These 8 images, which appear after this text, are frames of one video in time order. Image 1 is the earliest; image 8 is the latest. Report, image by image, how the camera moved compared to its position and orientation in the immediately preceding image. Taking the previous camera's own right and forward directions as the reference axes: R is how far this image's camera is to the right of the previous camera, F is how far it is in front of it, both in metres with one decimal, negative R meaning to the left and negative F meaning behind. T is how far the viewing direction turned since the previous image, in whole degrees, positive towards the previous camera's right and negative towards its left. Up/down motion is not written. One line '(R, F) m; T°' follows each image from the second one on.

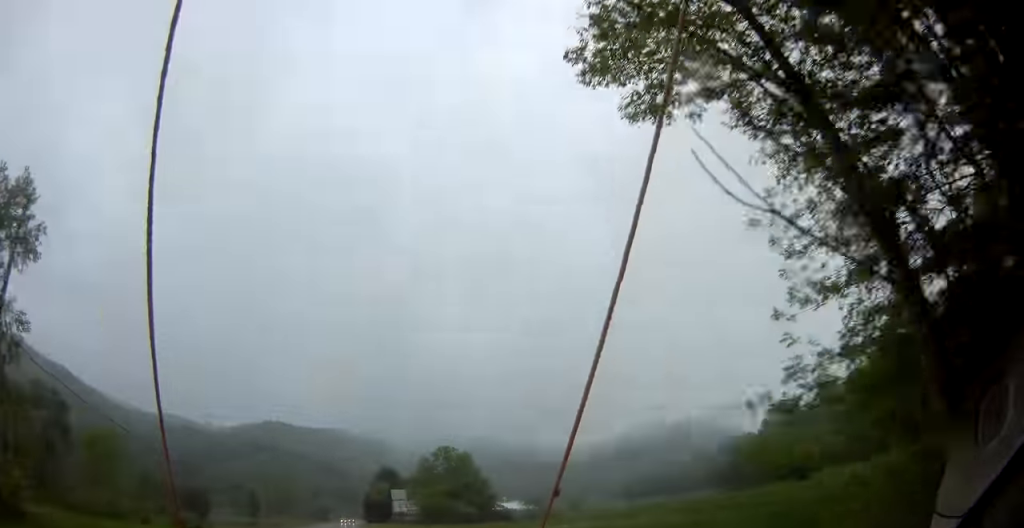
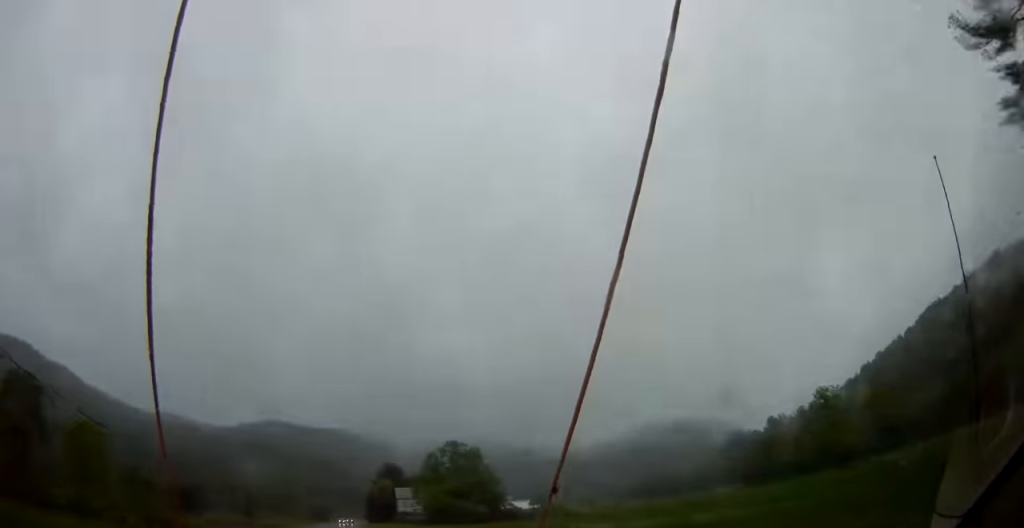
(-0.1, +9.6) m; 0°
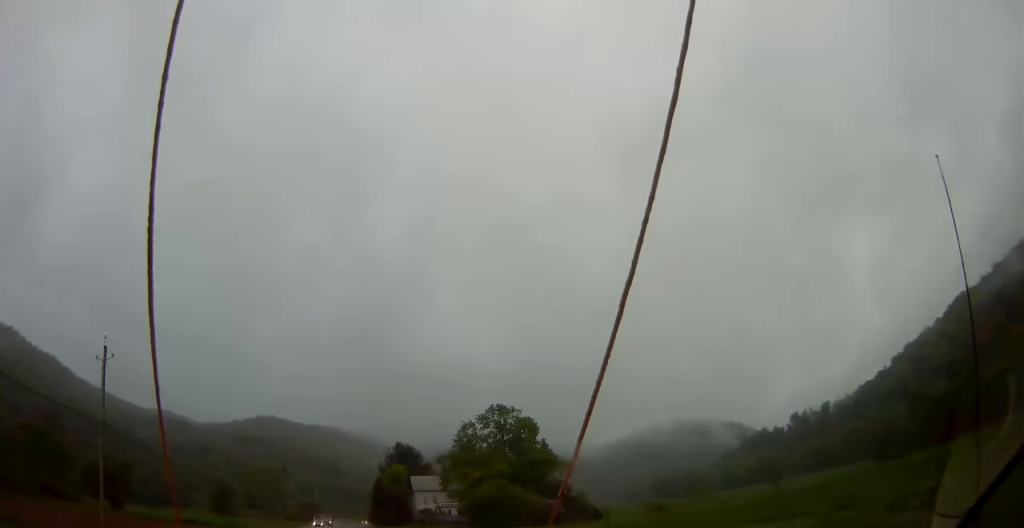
(-0.2, +46.9) m; 0°
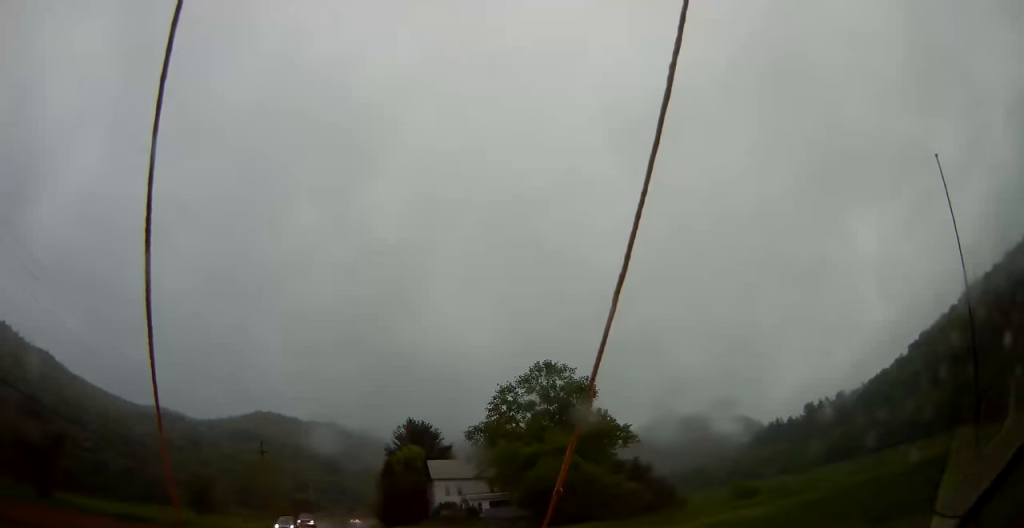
(+0.1, +25.3) m; +1°
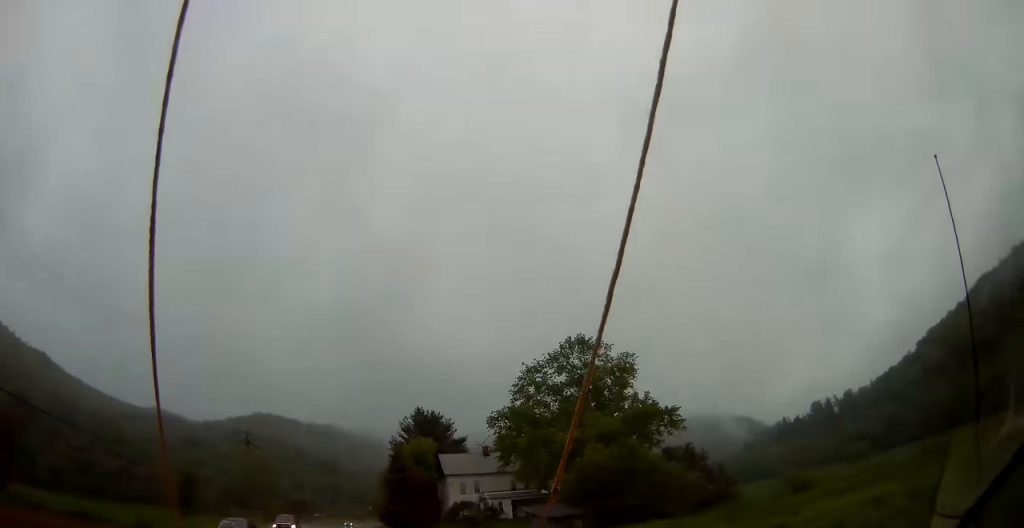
(0.0, +11.4) m; 0°
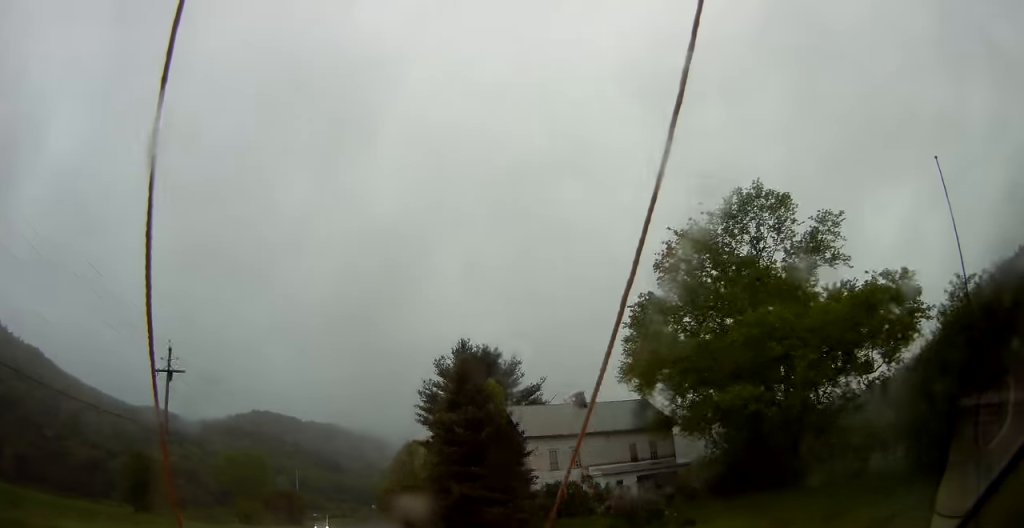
(+0.1, +32.6) m; 0°
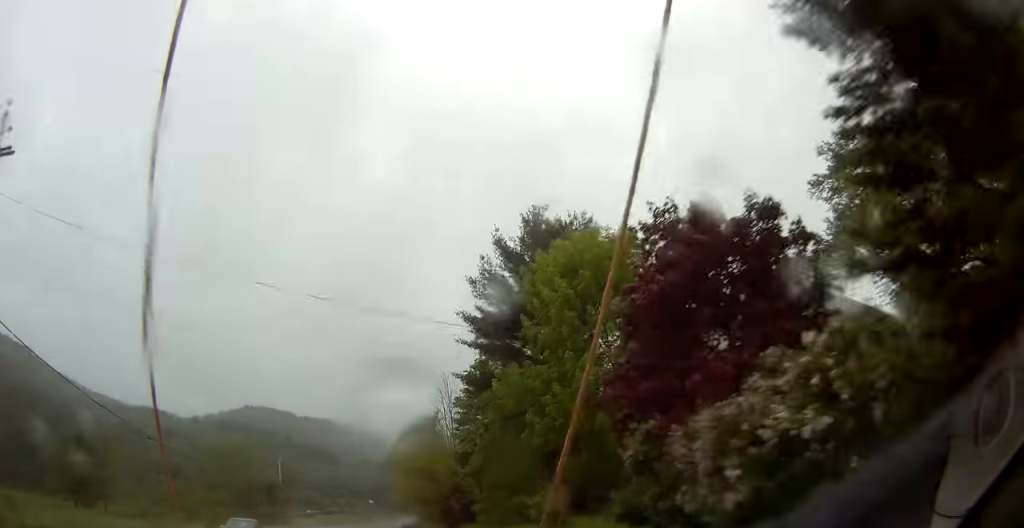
(+0.1, +23.4) m; +1°
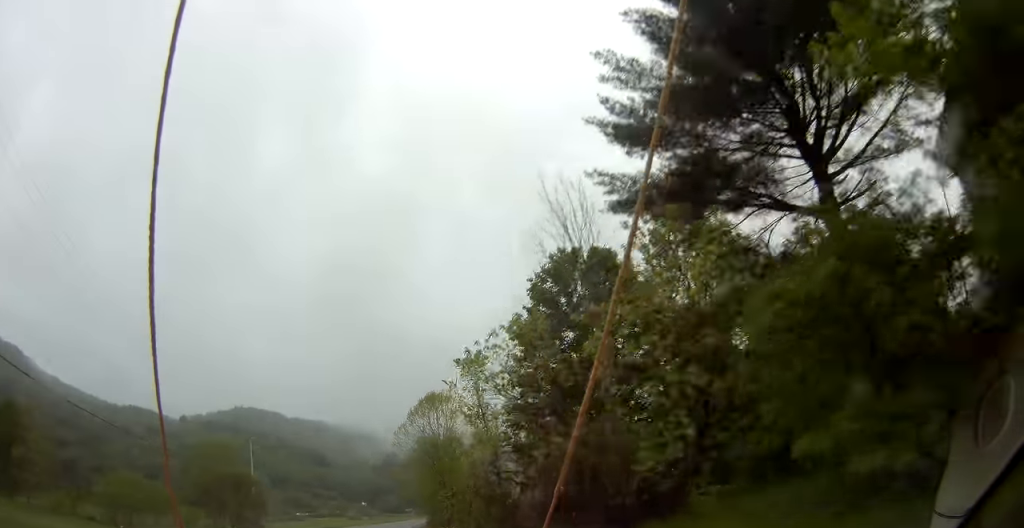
(+0.2, +20.2) m; +1°
